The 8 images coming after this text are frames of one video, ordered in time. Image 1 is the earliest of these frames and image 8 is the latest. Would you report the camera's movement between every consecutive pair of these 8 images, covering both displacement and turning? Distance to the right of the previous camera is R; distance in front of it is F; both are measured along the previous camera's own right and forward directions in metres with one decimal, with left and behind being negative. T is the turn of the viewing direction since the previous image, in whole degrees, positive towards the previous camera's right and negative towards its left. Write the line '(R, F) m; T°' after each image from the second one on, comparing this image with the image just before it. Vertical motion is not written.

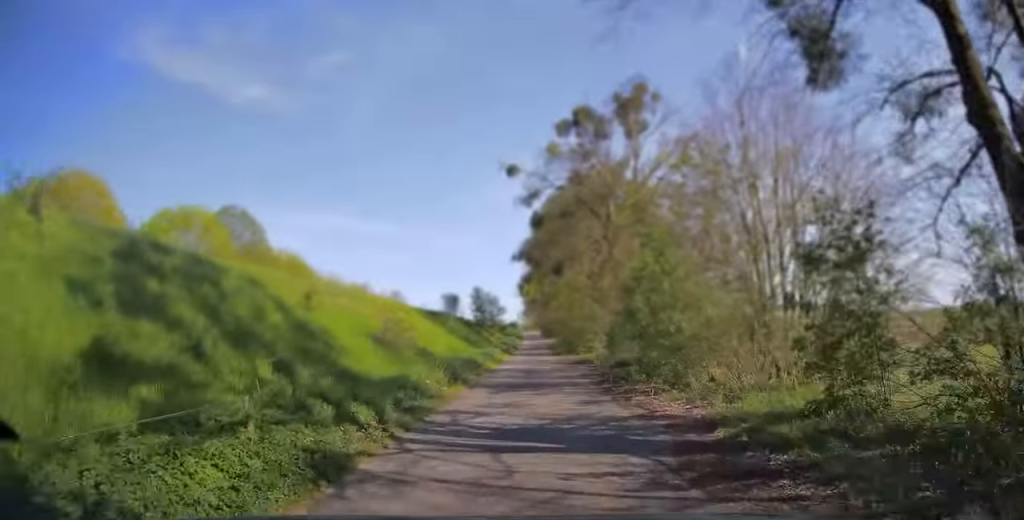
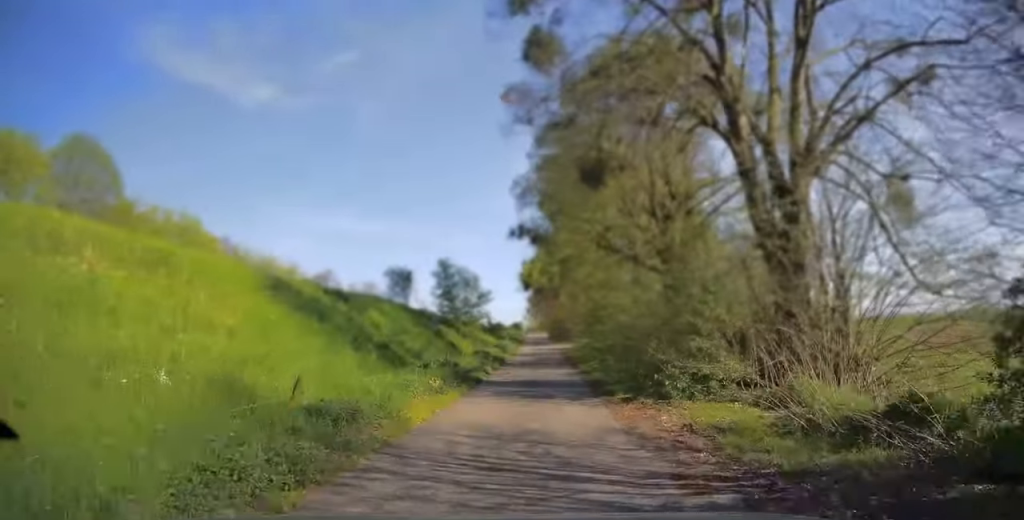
(-0.1, +22.7) m; 0°
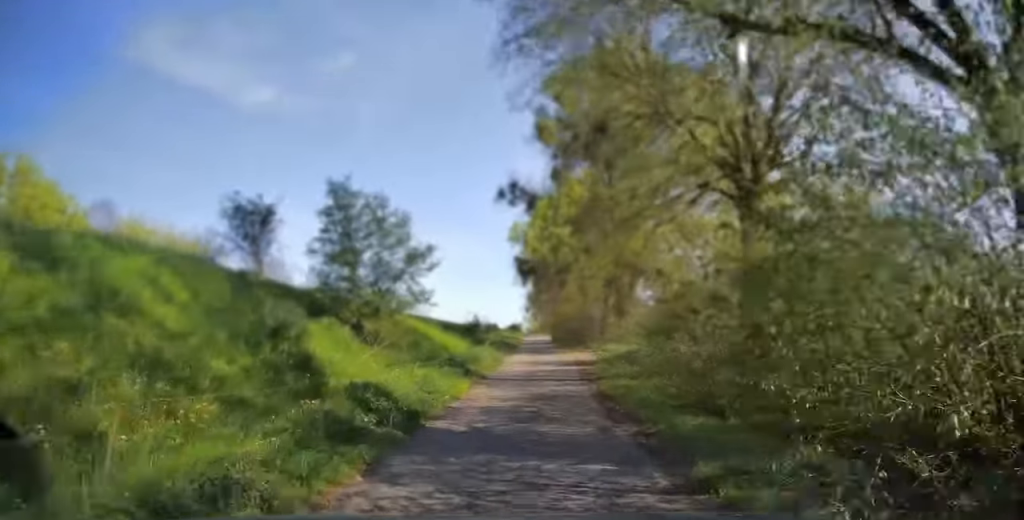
(0.0, +18.6) m; 0°
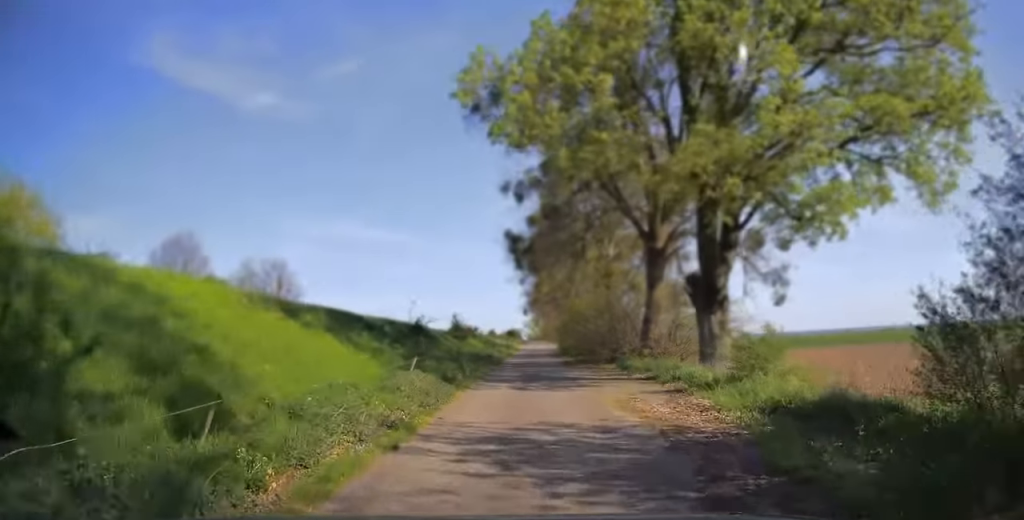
(0.0, +18.8) m; 0°
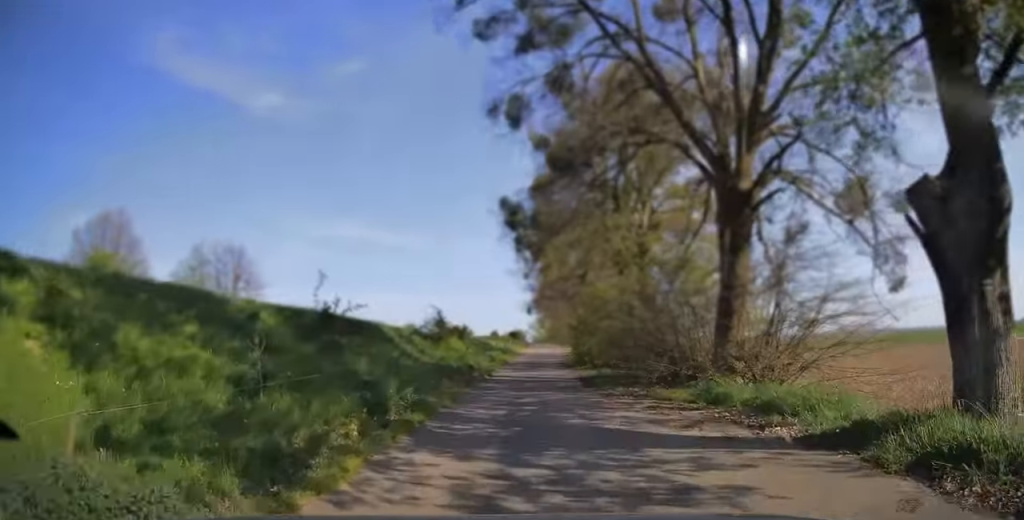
(0.0, +10.9) m; 0°
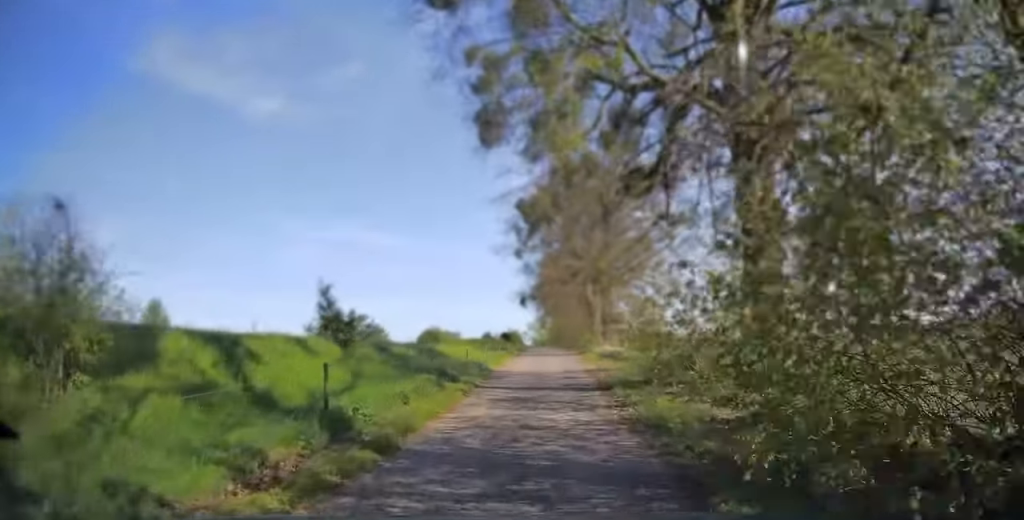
(+0.2, +23.1) m; +1°
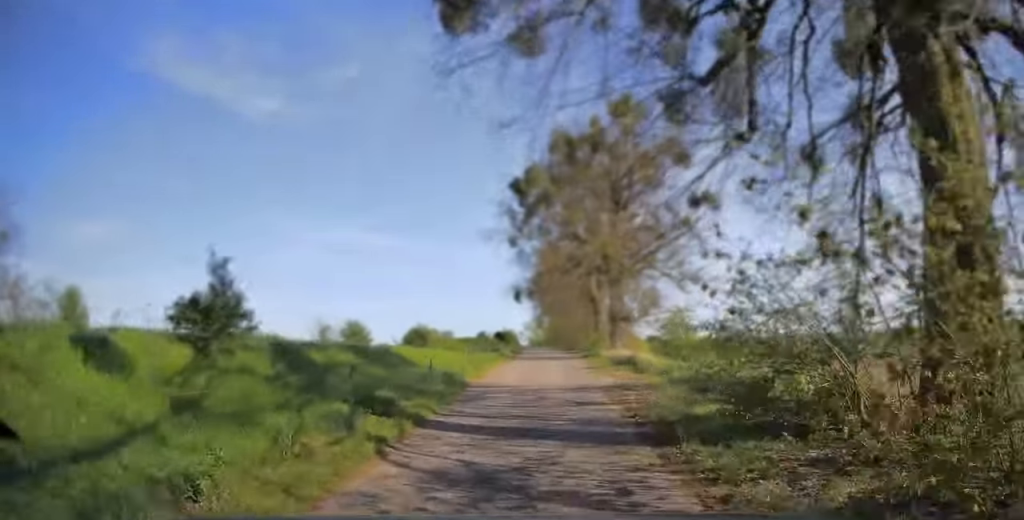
(0.0, +7.1) m; 0°
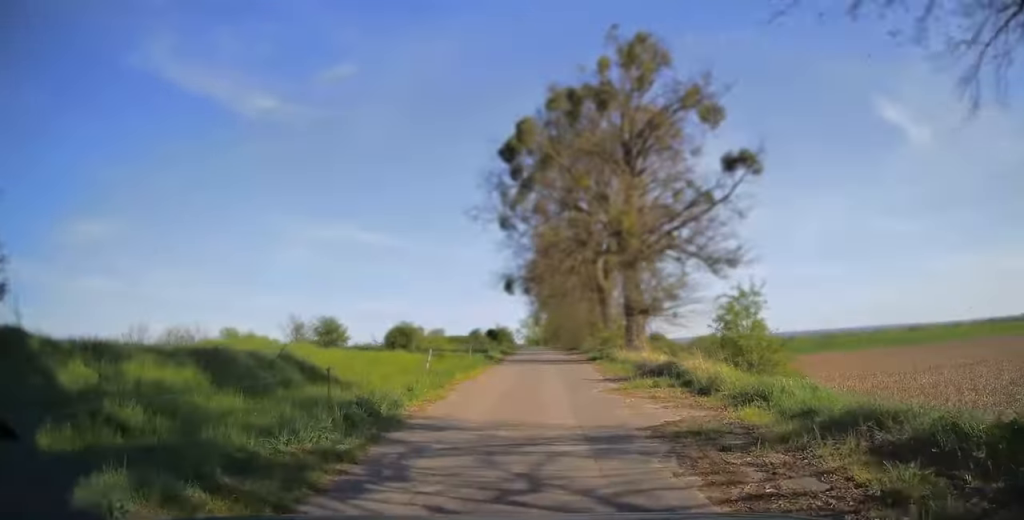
(-0.1, +7.8) m; 0°
